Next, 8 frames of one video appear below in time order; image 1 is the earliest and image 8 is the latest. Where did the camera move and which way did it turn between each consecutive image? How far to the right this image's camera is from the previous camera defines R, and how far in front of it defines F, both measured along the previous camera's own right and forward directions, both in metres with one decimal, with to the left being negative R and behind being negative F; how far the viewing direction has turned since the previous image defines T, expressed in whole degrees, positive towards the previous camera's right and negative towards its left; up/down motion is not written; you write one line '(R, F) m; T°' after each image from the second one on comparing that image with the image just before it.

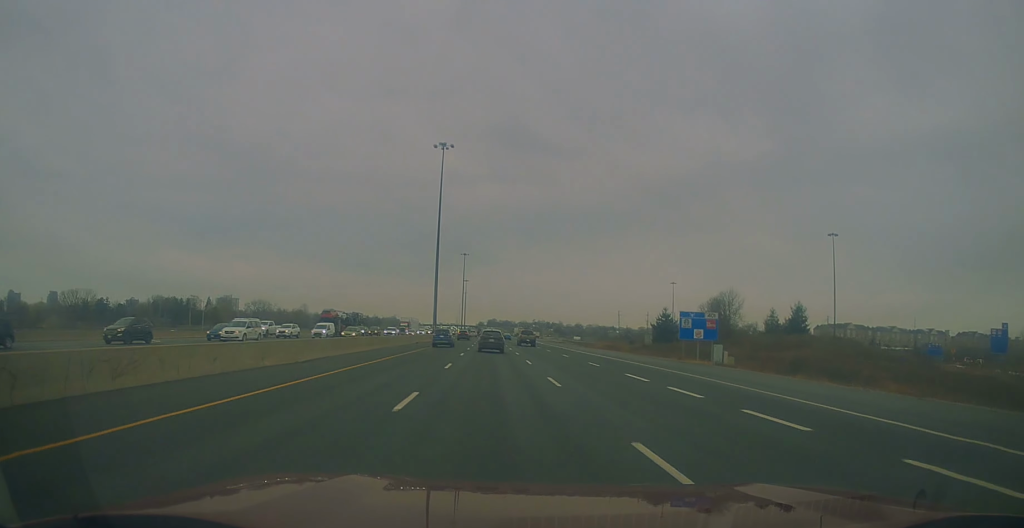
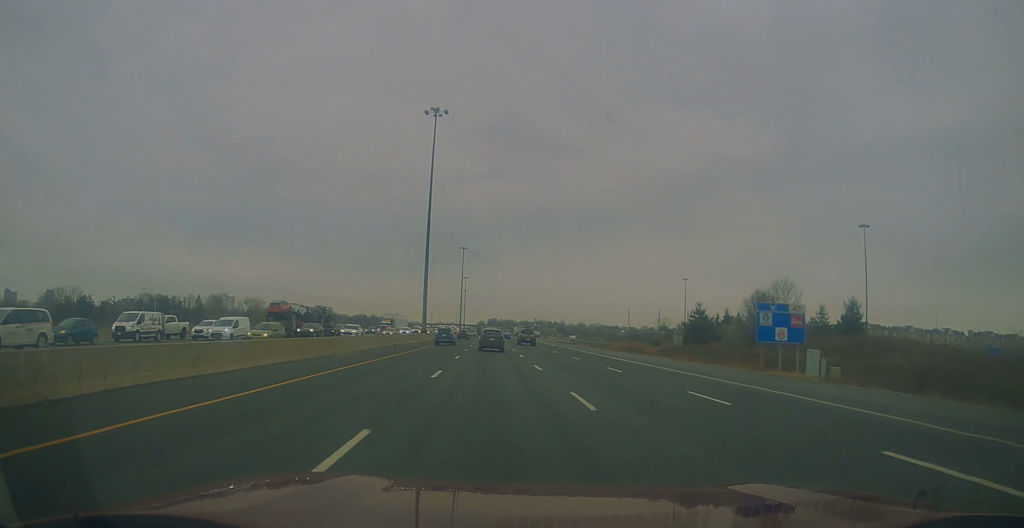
(+0.1, +17.6) m; 0°
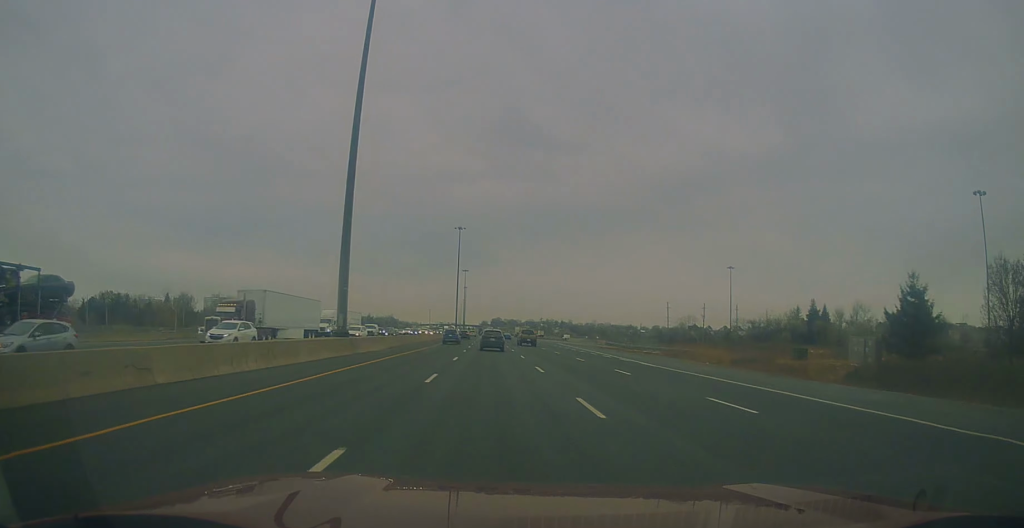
(0.0, +50.0) m; 0°
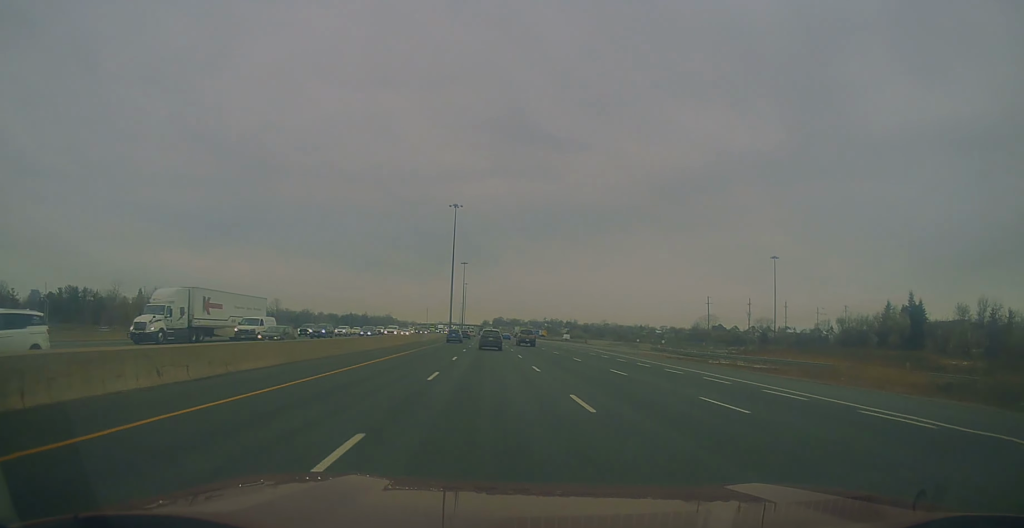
(-0.2, +35.7) m; -1°
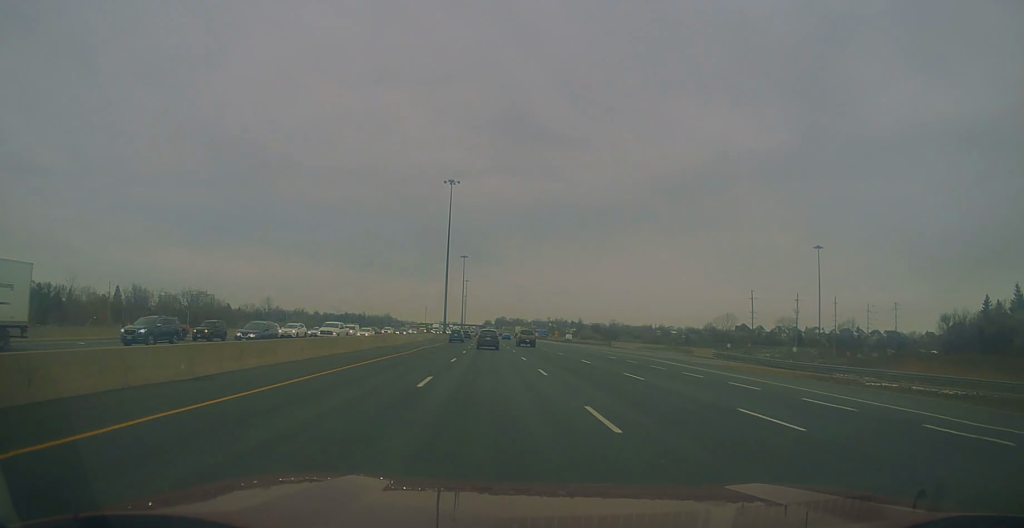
(-0.2, +26.8) m; 0°
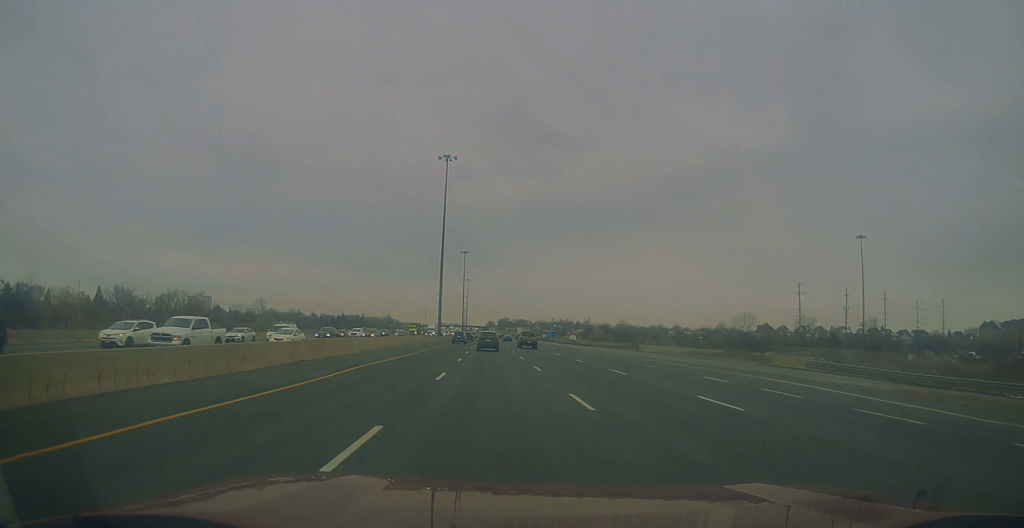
(+0.2, +20.9) m; +1°
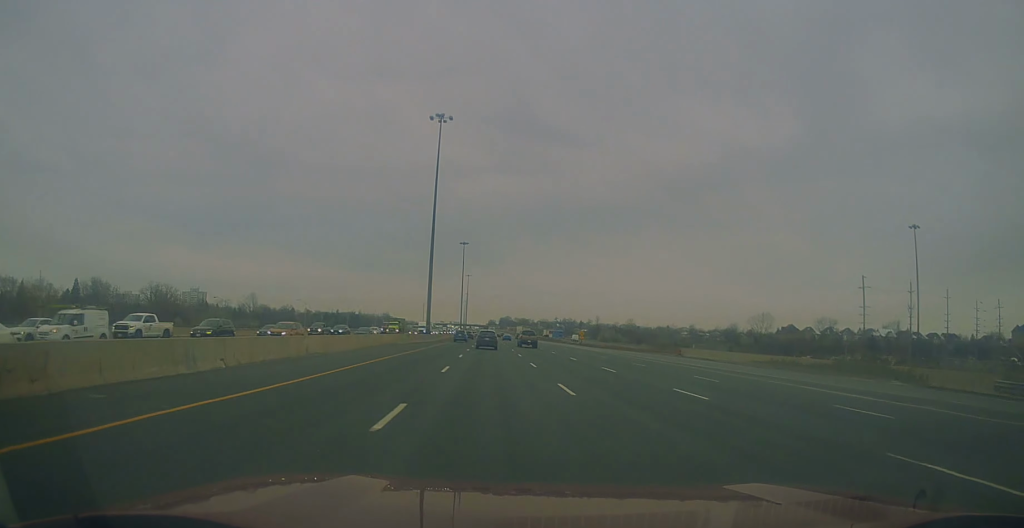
(+0.1, +22.1) m; 0°
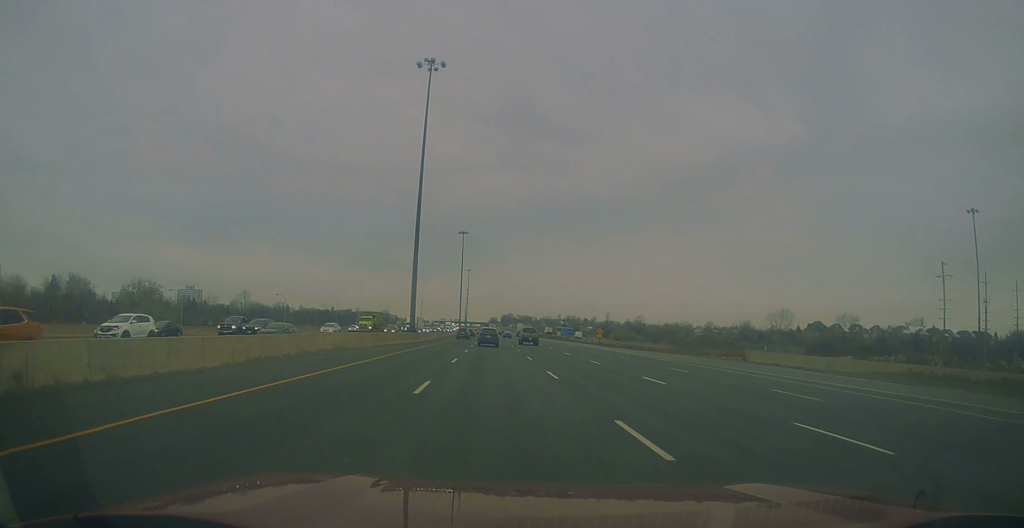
(-0.1, +20.1) m; -1°
